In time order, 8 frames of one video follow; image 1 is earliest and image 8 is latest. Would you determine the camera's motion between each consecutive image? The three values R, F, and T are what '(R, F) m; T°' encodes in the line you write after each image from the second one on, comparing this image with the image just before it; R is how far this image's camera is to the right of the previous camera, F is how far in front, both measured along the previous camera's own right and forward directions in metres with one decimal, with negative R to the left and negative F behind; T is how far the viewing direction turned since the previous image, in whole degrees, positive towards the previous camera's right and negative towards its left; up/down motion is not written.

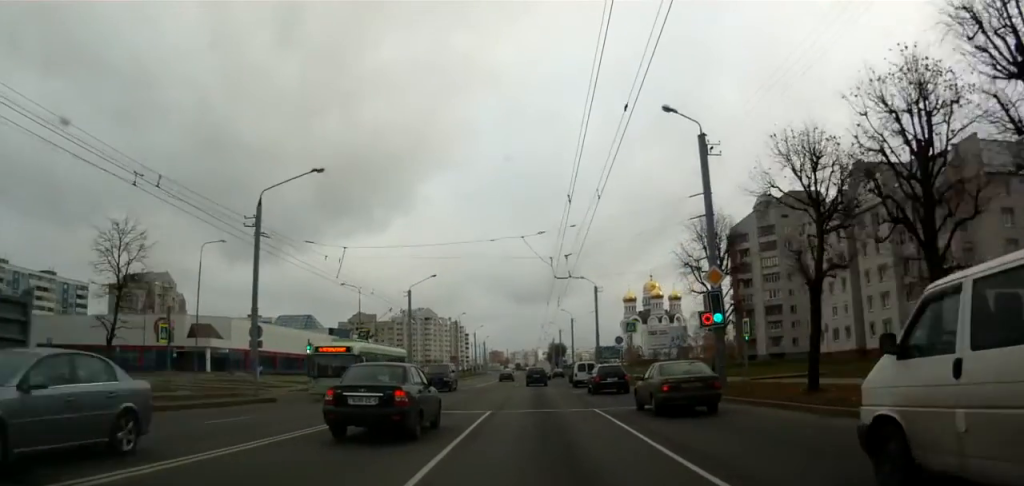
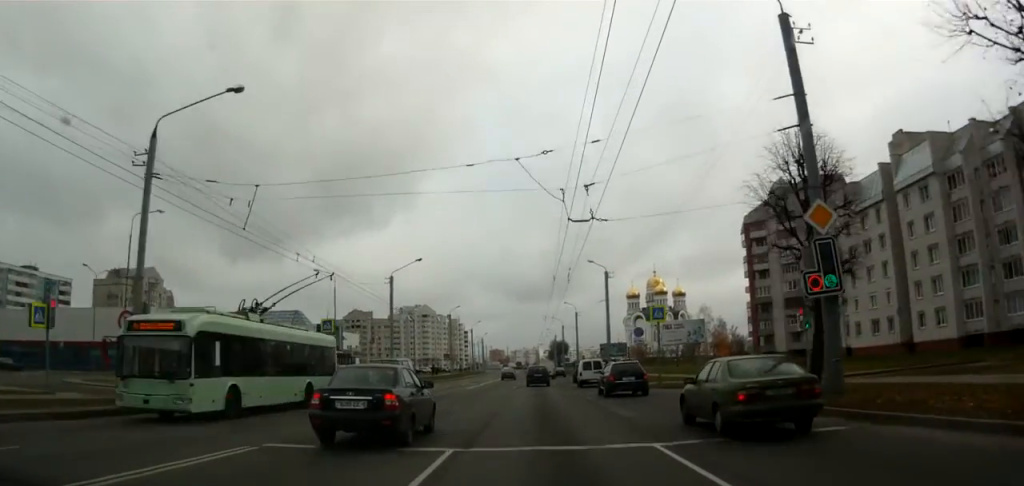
(0.0, +9.8) m; 0°
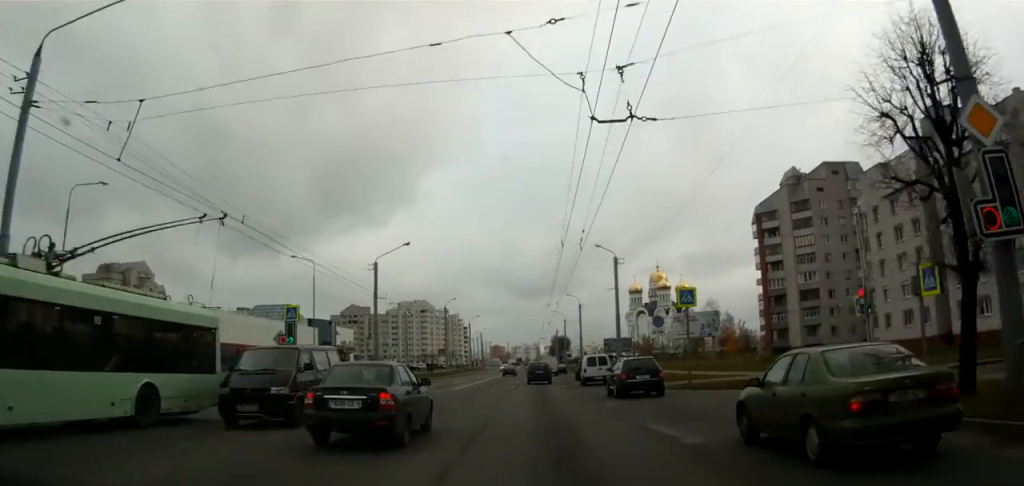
(-0.1, +6.7) m; 0°
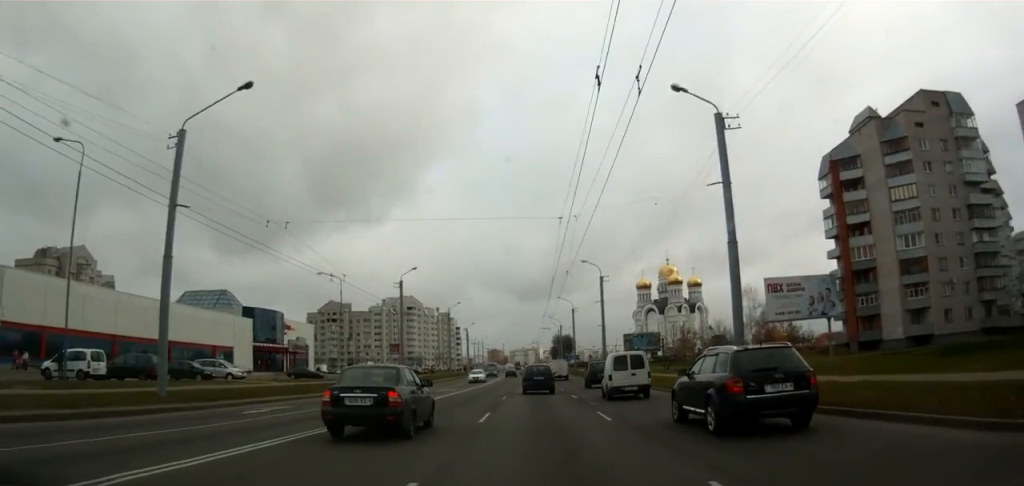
(-0.1, +32.6) m; +1°
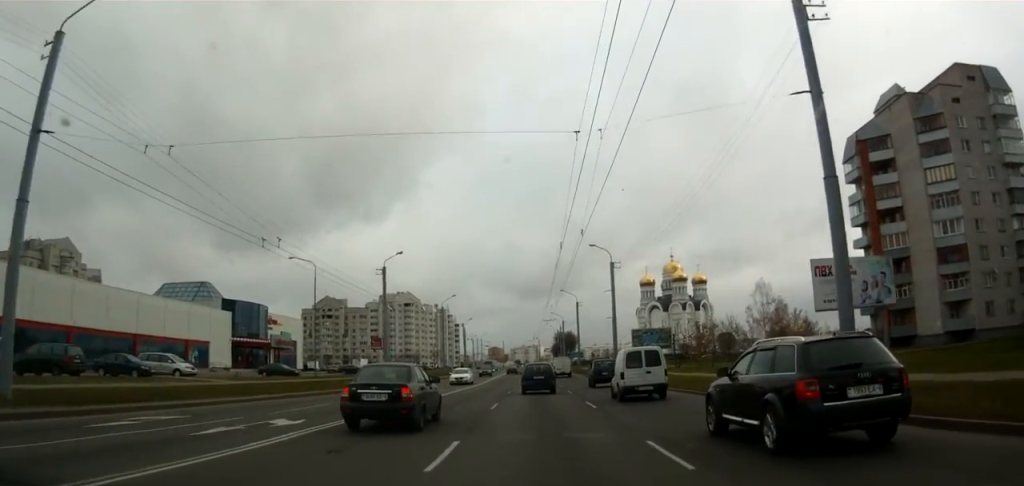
(+0.1, +8.0) m; 0°
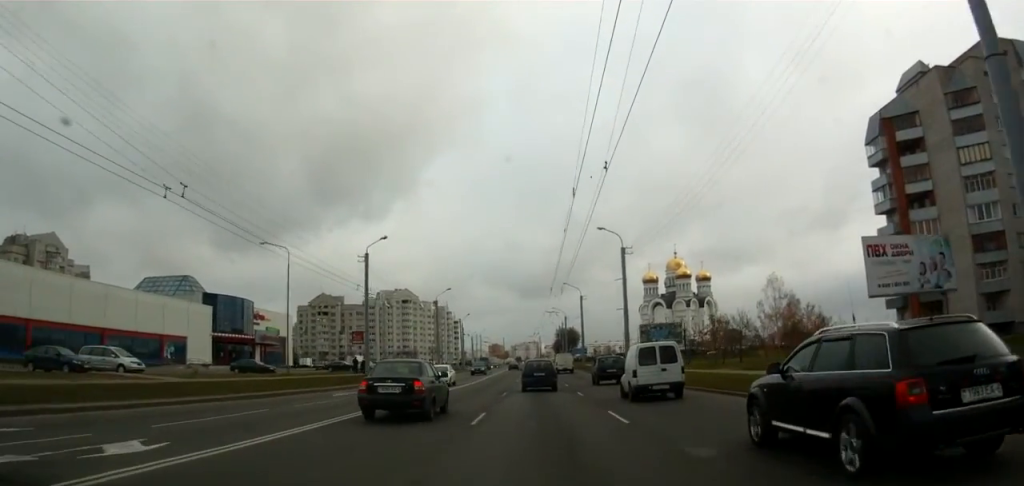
(+0.1, +6.9) m; 0°
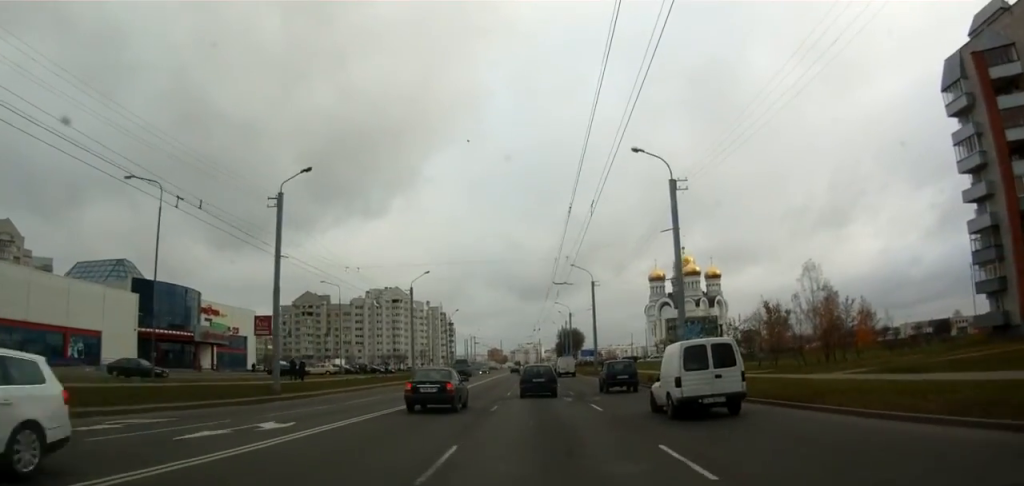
(-0.3, +18.6) m; -1°
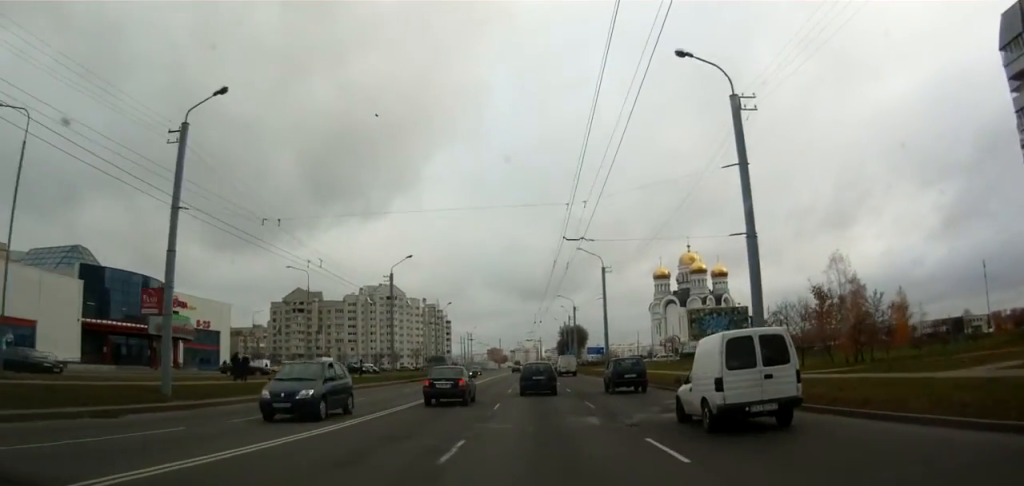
(0.0, +10.6) m; +1°
